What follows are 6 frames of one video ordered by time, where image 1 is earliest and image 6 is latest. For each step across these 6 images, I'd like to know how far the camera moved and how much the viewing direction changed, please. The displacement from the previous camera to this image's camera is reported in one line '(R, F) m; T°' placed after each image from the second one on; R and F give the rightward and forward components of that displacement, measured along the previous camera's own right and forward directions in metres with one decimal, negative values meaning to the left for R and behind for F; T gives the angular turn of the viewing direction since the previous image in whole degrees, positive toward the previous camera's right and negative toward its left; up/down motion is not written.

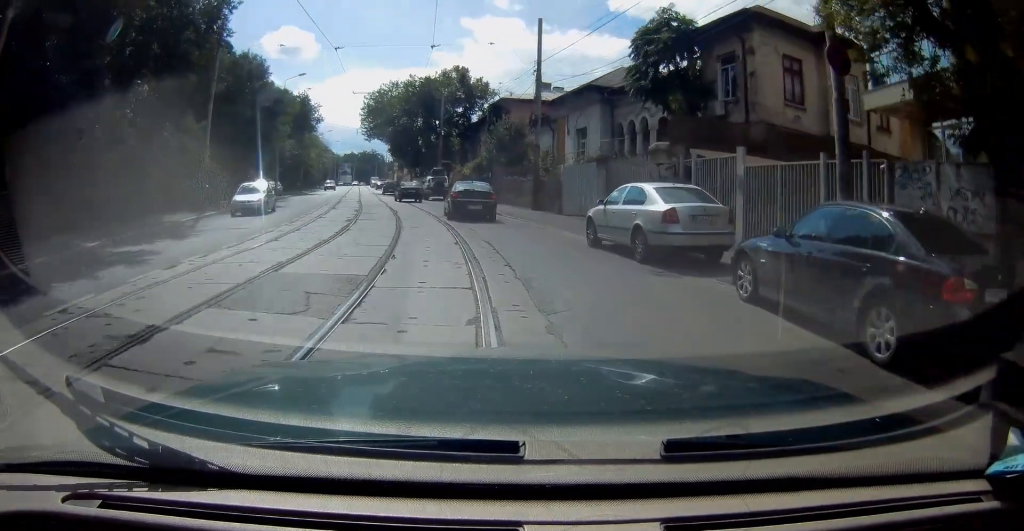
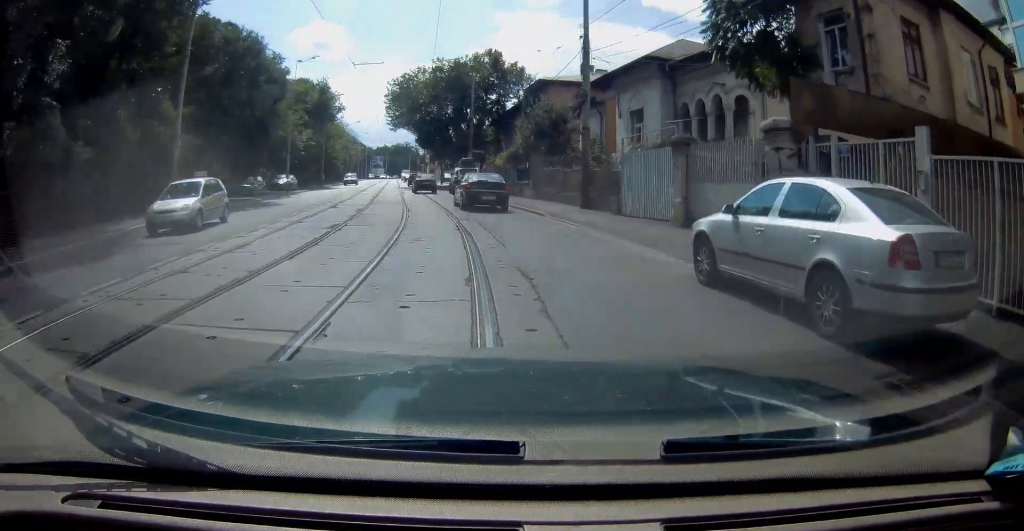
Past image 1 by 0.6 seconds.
(-0.3, +5.8) m; -3°
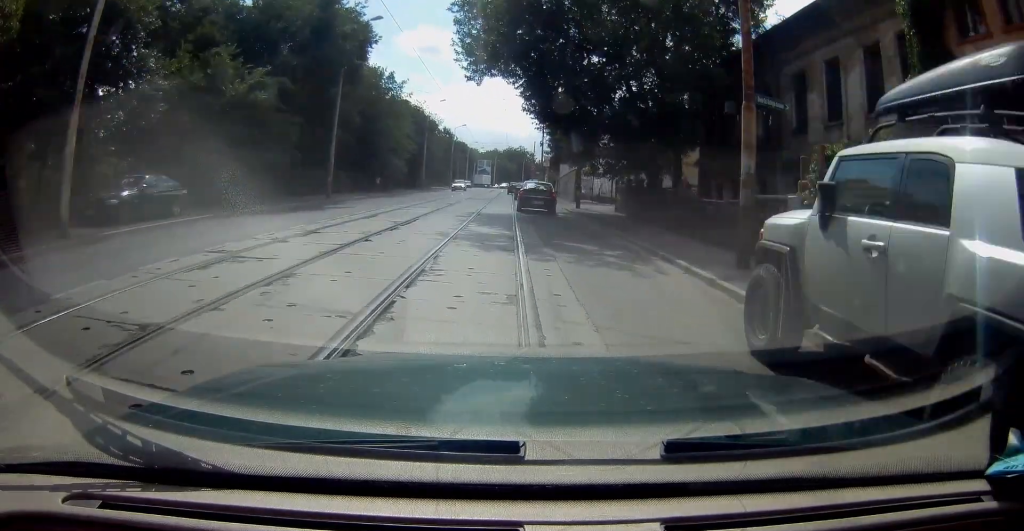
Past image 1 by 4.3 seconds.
(-5.2, +36.9) m; -13°
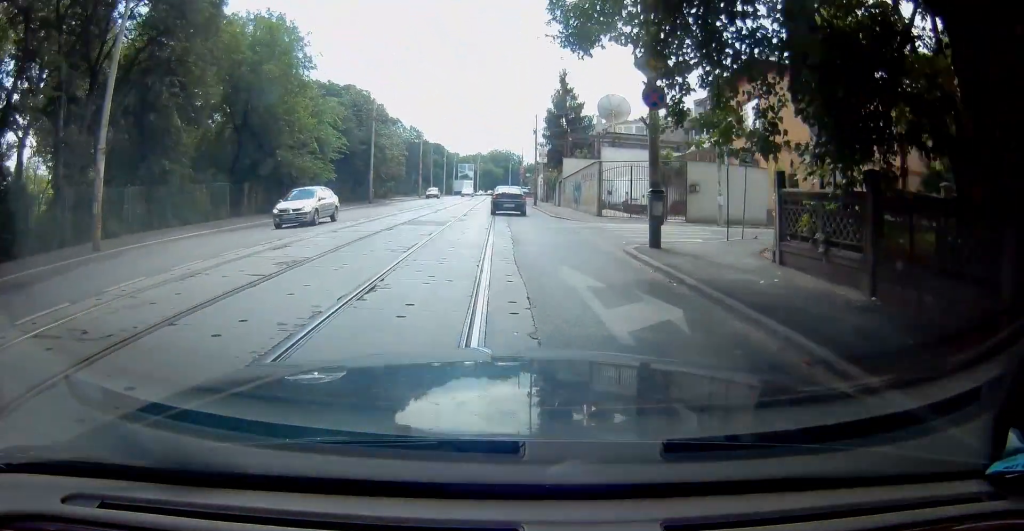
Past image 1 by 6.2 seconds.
(+0.1, +20.8) m; +1°
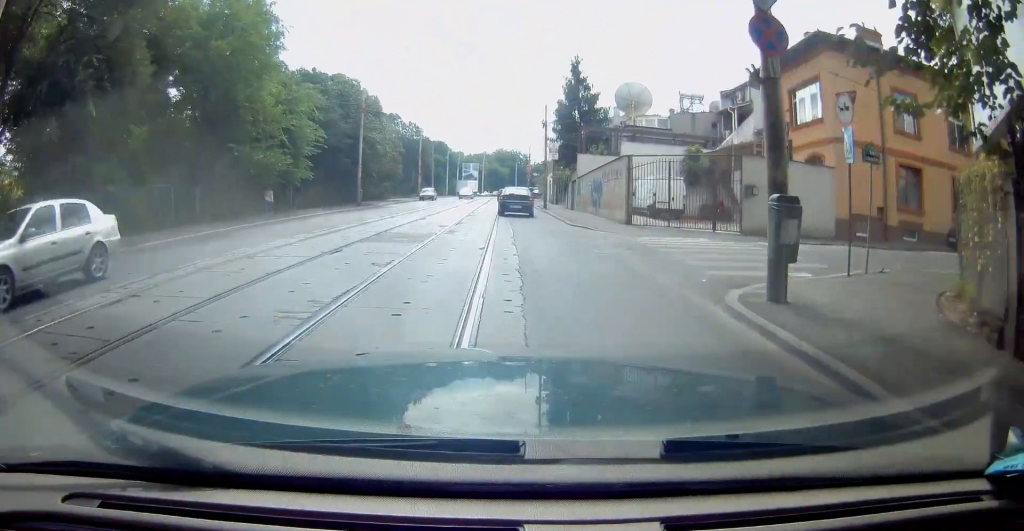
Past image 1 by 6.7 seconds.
(+0.2, +6.0) m; 0°
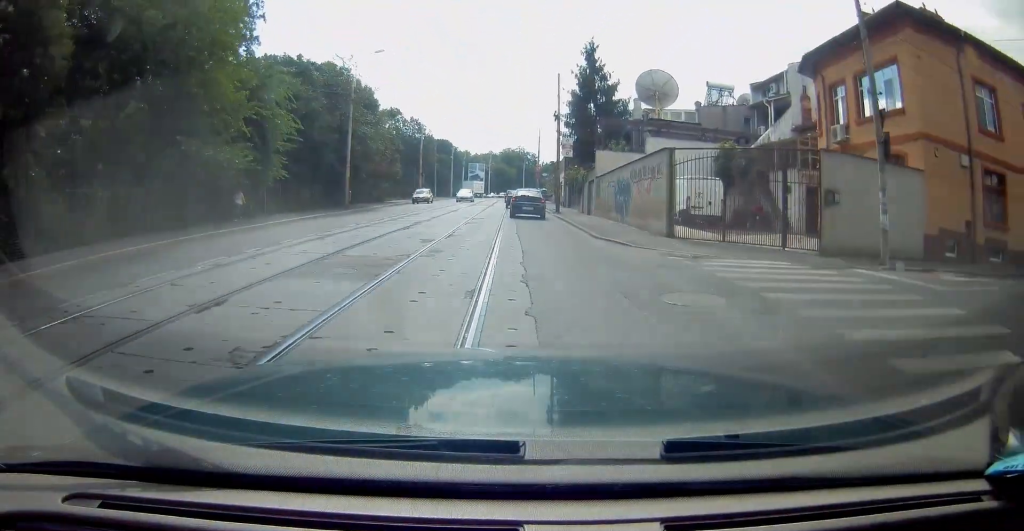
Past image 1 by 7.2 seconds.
(-0.1, +5.3) m; -1°
